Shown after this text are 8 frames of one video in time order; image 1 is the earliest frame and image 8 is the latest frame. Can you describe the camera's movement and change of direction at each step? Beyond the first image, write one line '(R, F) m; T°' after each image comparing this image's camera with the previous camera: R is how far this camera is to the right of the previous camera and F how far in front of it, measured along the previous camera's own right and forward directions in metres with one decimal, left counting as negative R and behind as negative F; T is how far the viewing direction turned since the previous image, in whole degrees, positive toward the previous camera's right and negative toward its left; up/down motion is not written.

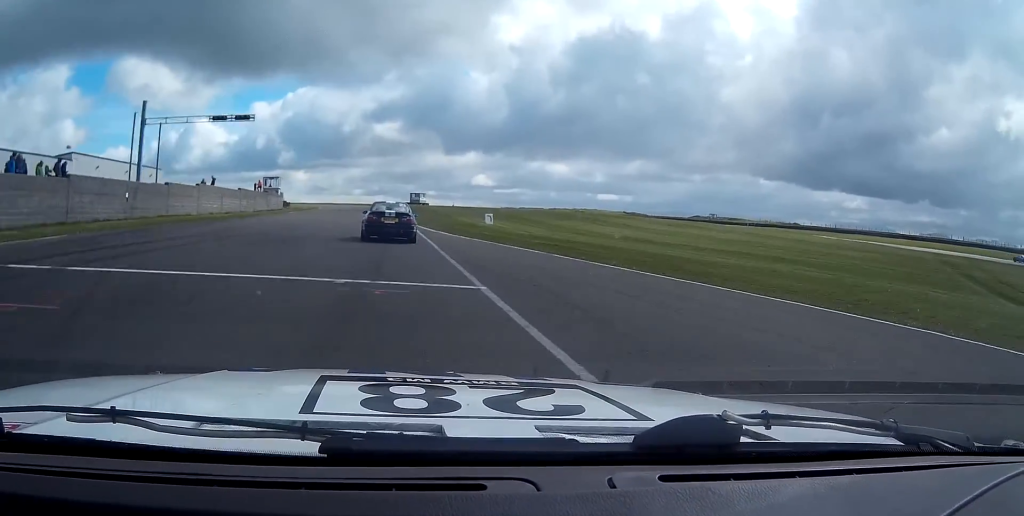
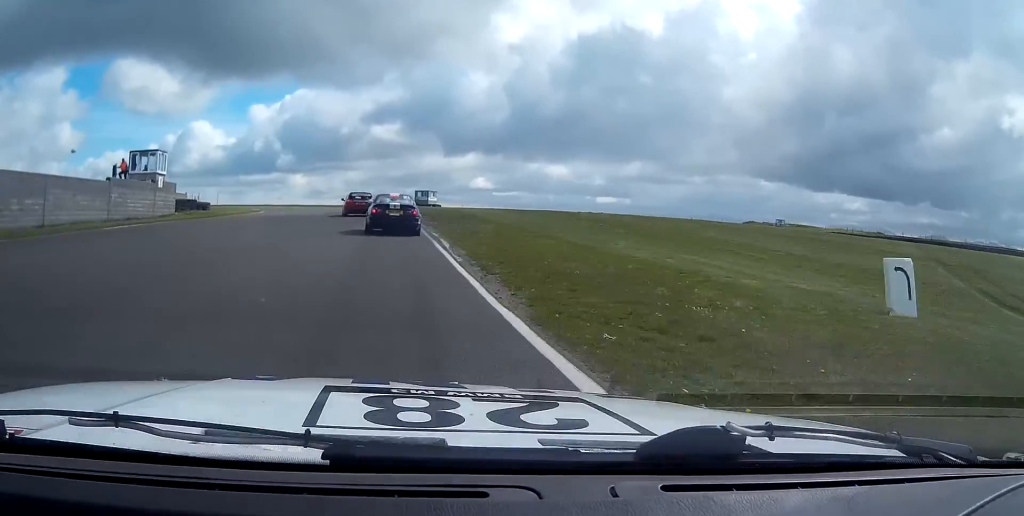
(+0.5, +50.0) m; 0°
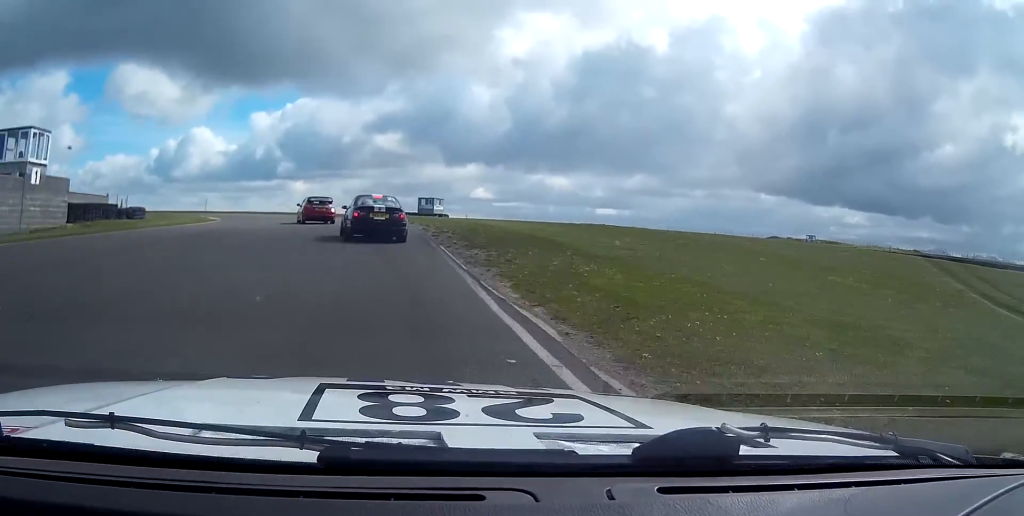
(+0.3, +18.0) m; -1°
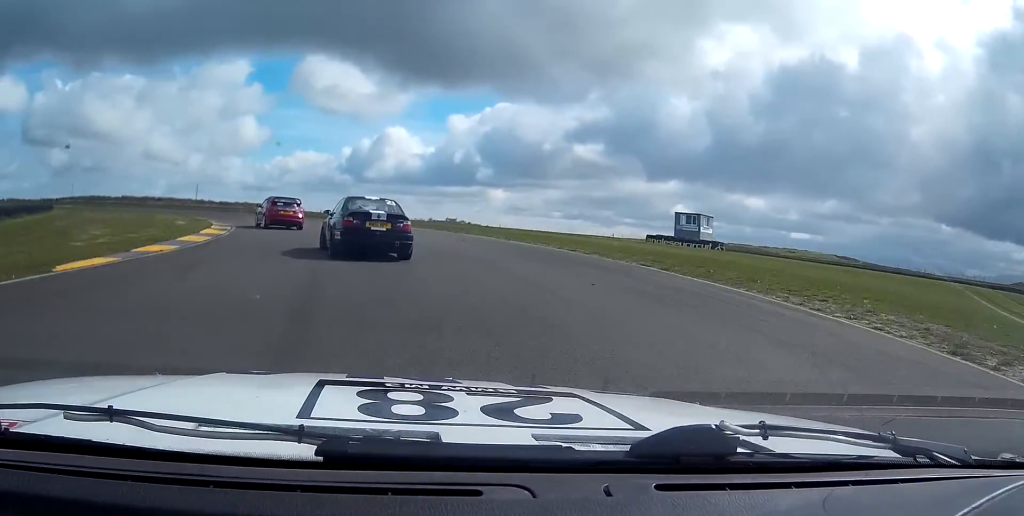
(-3.3, +43.1) m; -13°
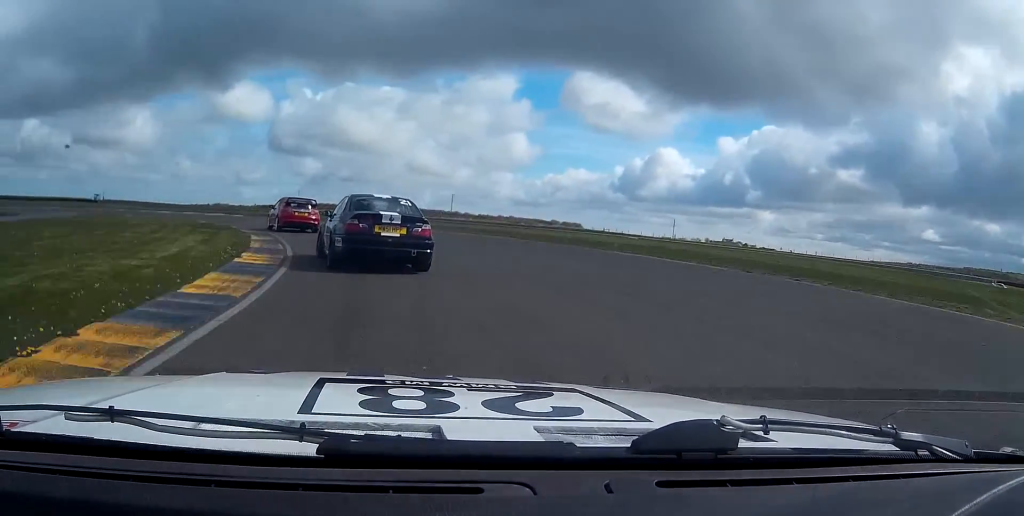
(-6.7, +36.7) m; -21°
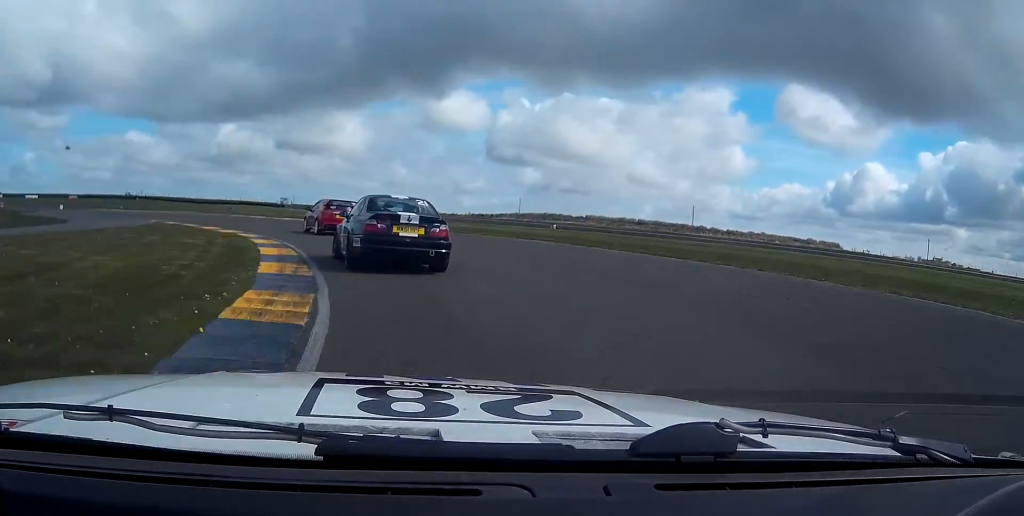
(-3.6, +26.5) m; -16°
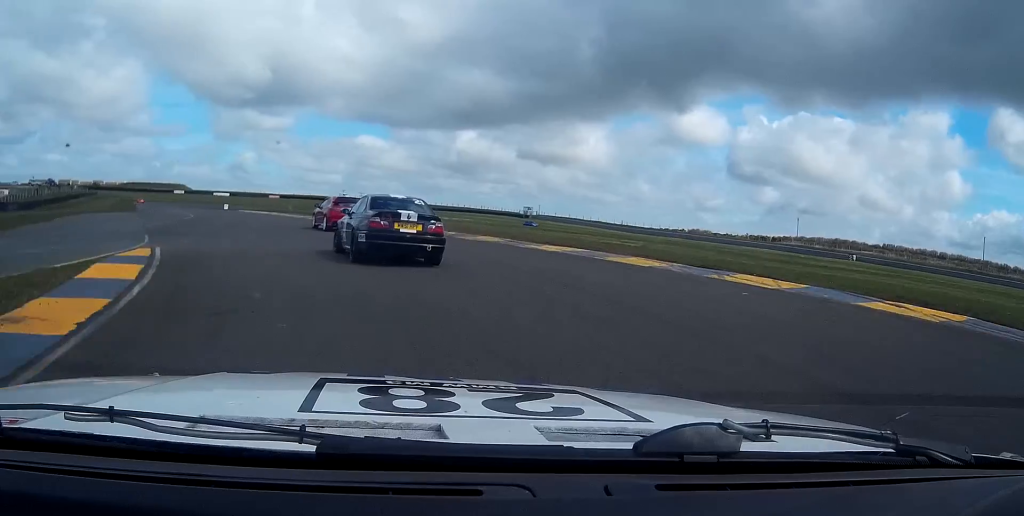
(-6.5, +34.6) m; -20°
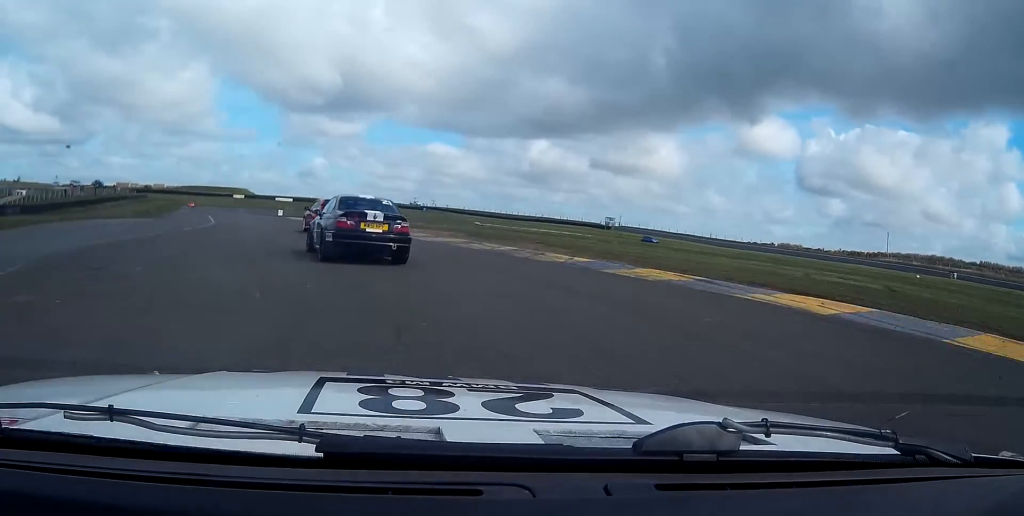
(-0.1, +12.6) m; -6°
